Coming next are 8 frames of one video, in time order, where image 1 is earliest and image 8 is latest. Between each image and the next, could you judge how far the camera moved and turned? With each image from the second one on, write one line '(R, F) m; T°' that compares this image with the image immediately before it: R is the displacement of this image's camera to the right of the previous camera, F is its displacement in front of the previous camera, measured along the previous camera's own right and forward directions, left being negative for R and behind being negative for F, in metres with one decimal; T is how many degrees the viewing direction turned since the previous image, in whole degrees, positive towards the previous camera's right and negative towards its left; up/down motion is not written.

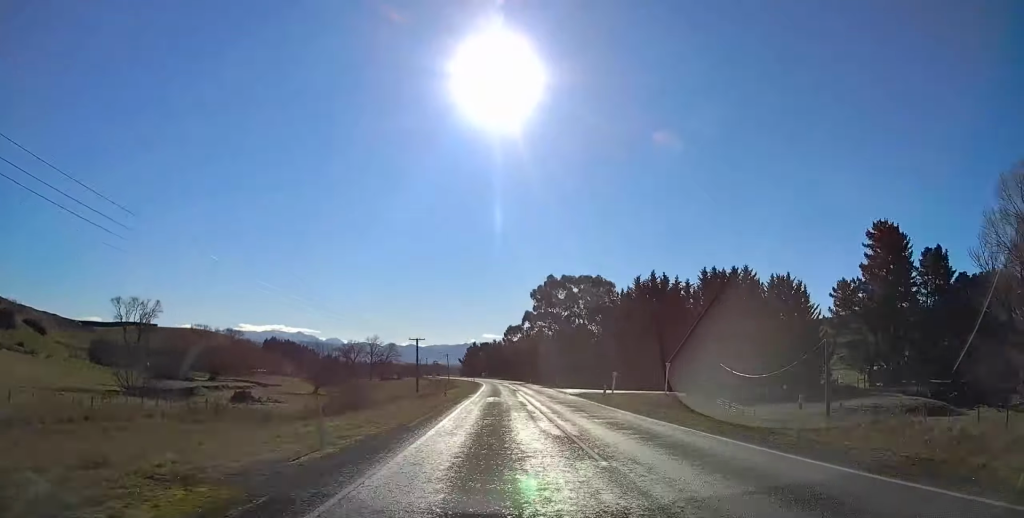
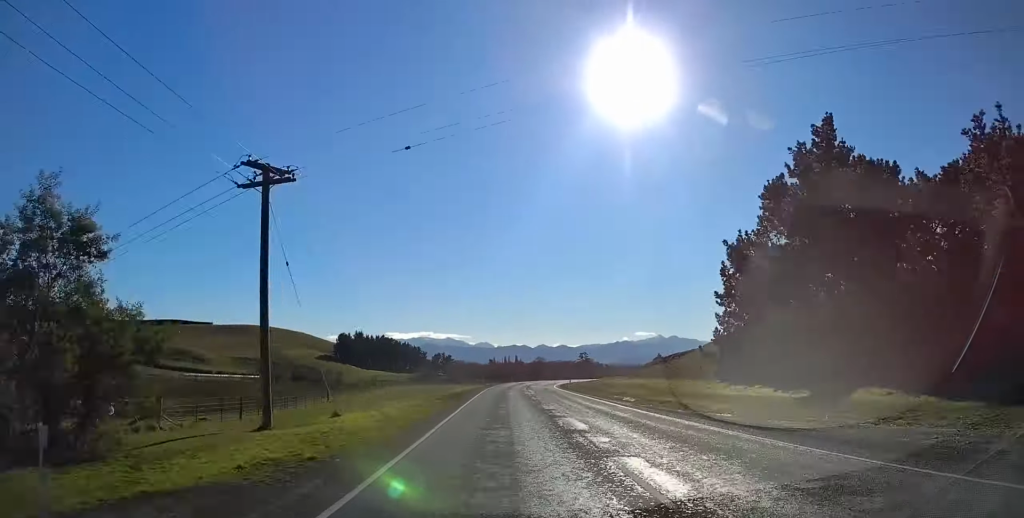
(-17.1, +219.5) m; -9°
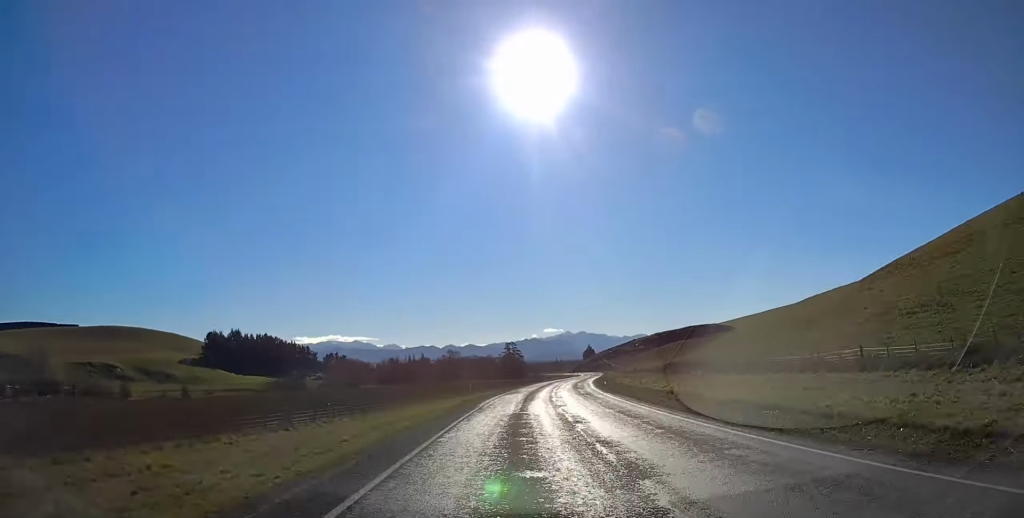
(+3.7, +146.8) m; +6°
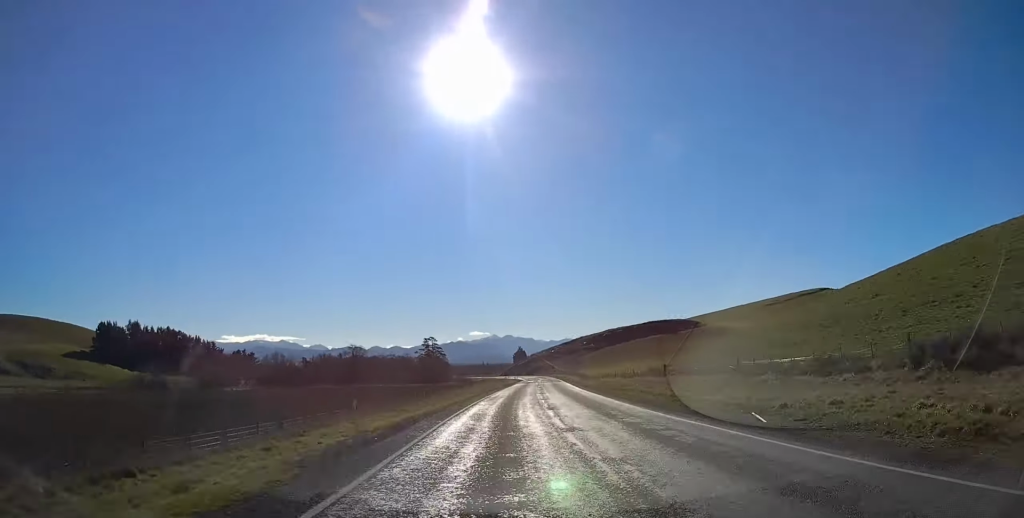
(+2.6, +68.5) m; +4°
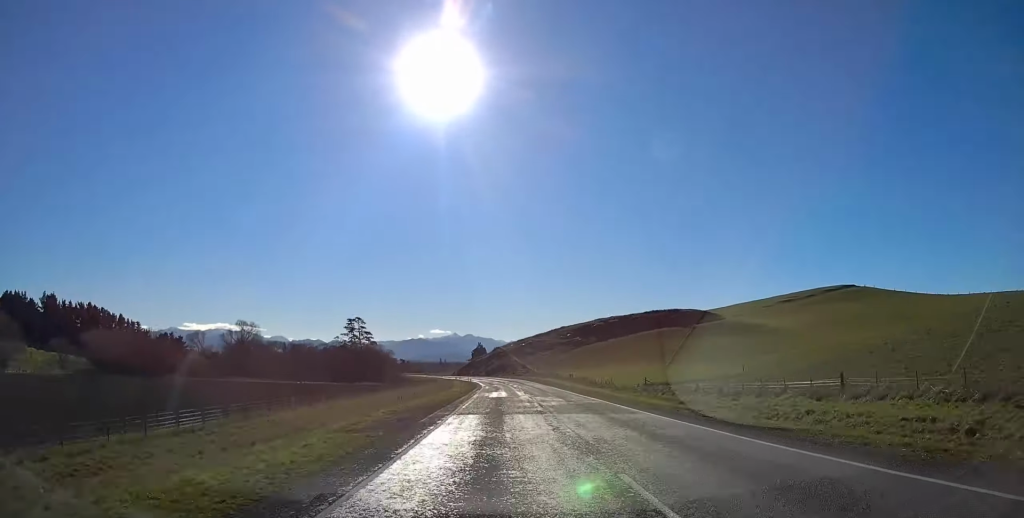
(+4.1, +77.0) m; +1°
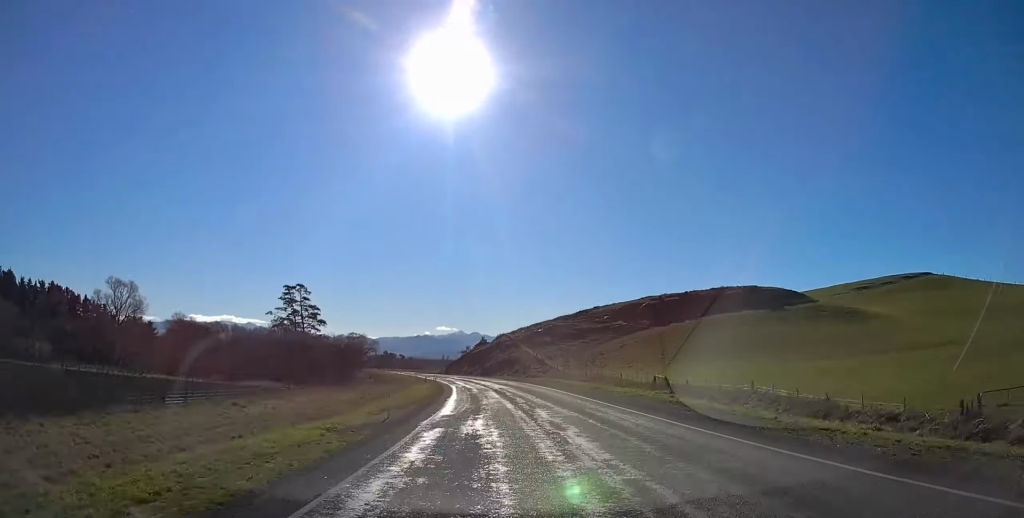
(+2.7, +64.2) m; -1°
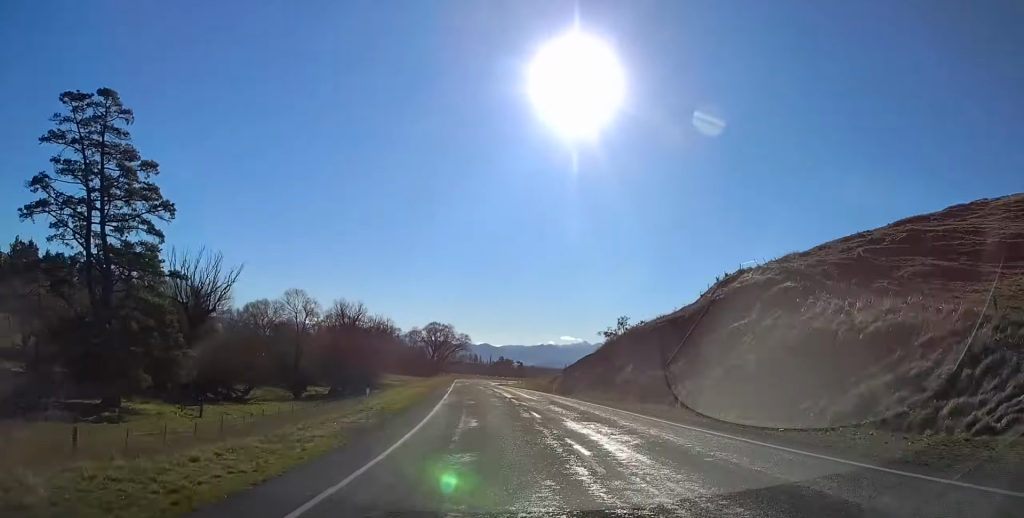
(-4.8, +98.5) m; -6°
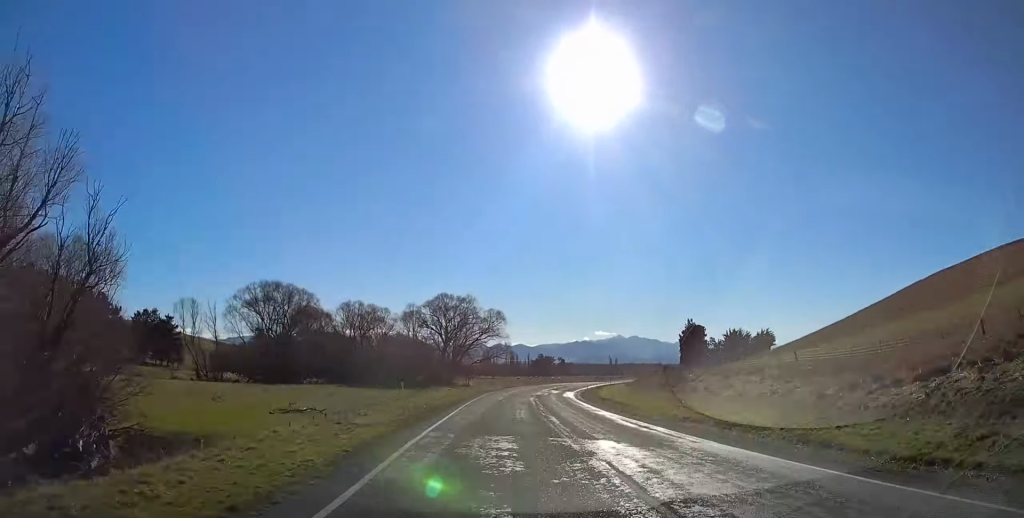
(-5.3, +86.5) m; 0°
